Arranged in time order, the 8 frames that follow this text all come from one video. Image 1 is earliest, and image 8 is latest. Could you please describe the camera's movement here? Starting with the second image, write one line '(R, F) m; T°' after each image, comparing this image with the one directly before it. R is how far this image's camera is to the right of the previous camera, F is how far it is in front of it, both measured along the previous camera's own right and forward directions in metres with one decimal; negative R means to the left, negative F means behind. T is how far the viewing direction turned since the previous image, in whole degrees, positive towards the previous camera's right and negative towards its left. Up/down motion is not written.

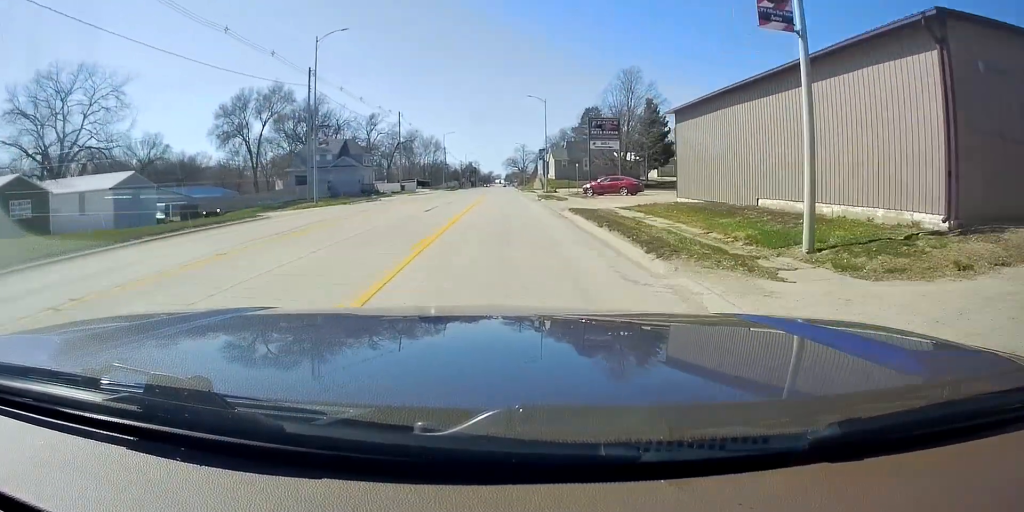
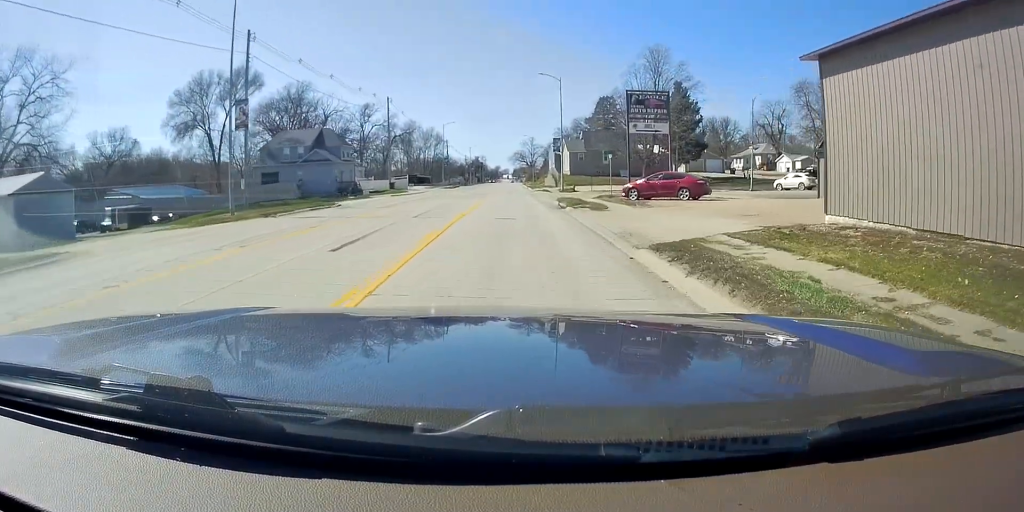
(-0.1, +14.0) m; -3°
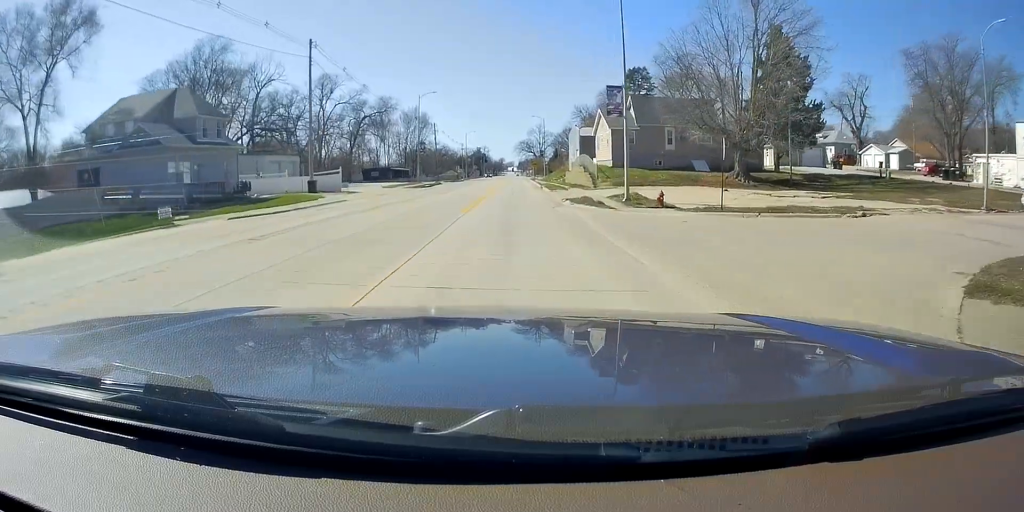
(-0.7, +34.0) m; -1°
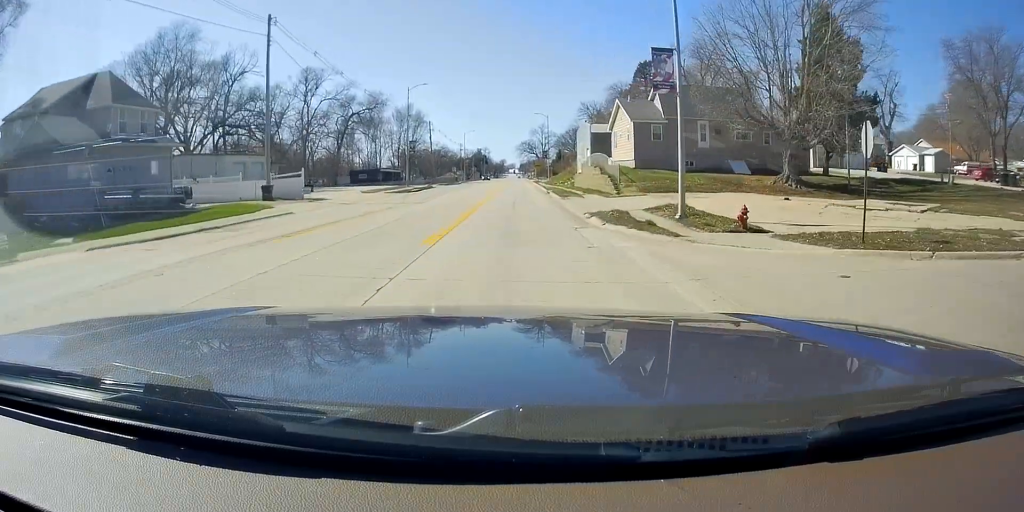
(+0.3, +9.7) m; -3°
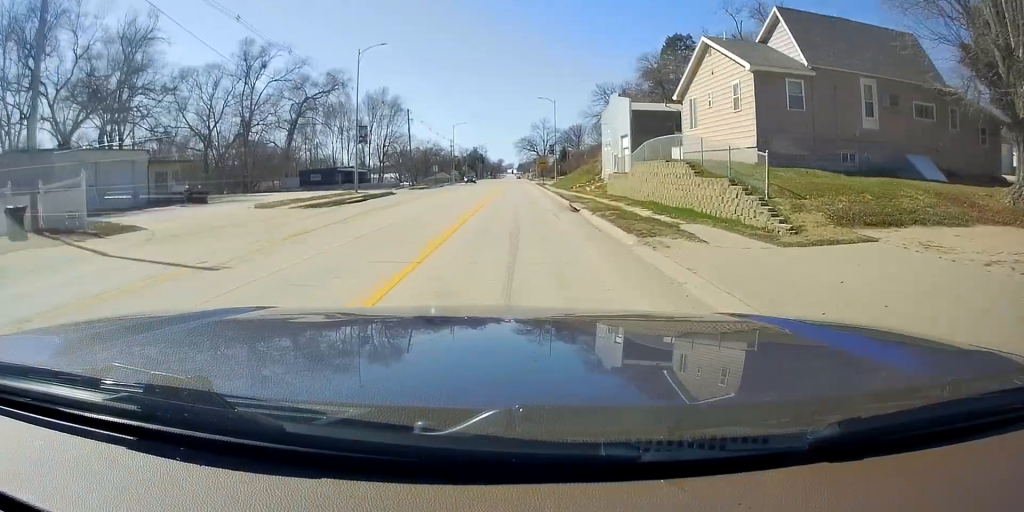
(-1.9, +22.0) m; -3°
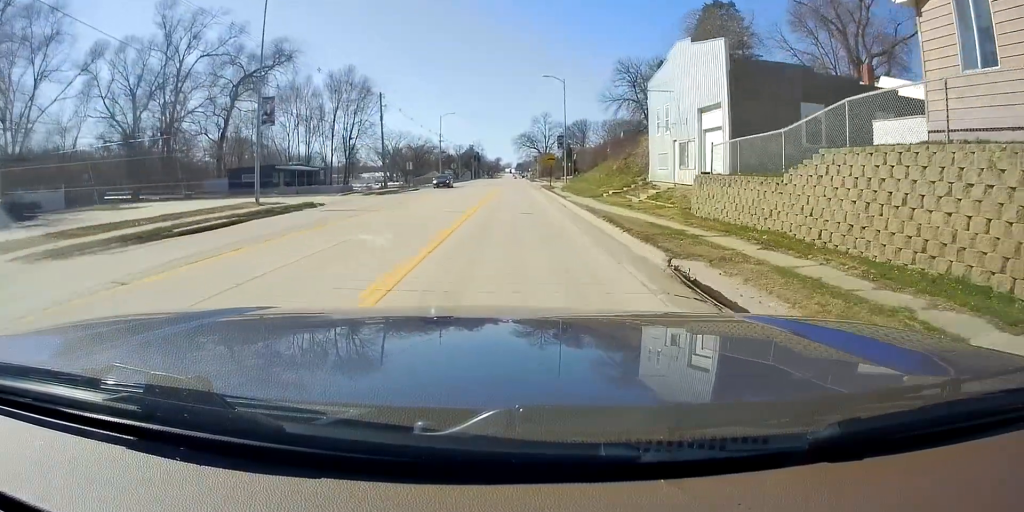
(+0.9, +18.3) m; +3°
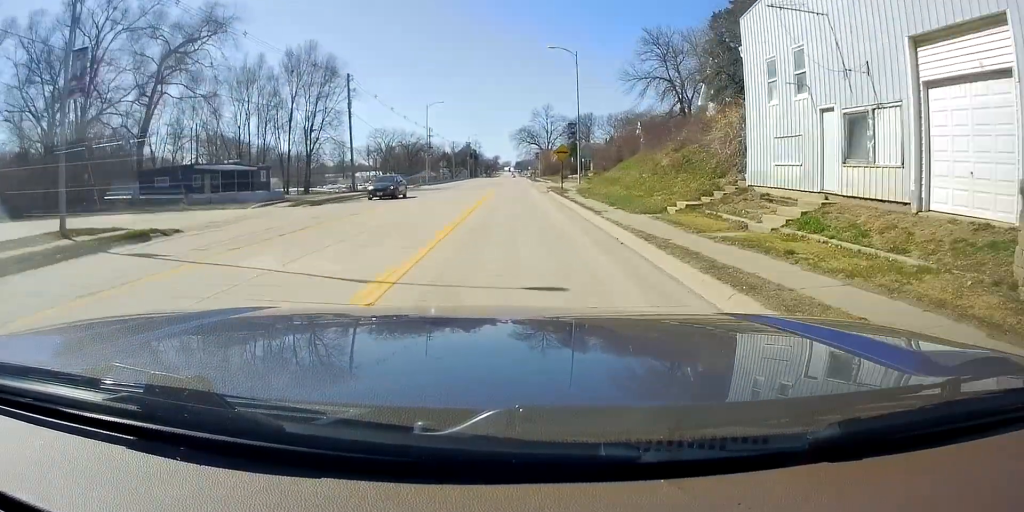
(0.0, +14.6) m; 0°
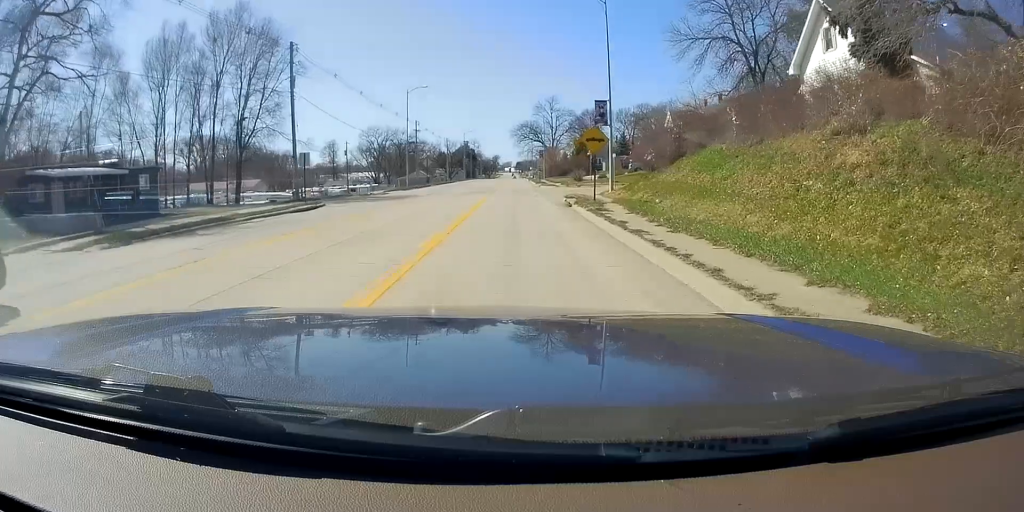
(0.0, +16.8) m; 0°
